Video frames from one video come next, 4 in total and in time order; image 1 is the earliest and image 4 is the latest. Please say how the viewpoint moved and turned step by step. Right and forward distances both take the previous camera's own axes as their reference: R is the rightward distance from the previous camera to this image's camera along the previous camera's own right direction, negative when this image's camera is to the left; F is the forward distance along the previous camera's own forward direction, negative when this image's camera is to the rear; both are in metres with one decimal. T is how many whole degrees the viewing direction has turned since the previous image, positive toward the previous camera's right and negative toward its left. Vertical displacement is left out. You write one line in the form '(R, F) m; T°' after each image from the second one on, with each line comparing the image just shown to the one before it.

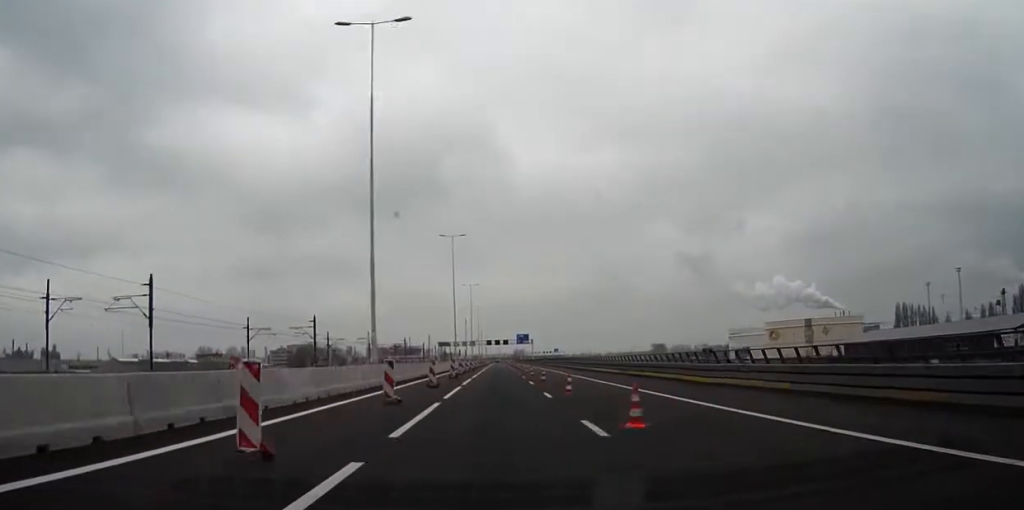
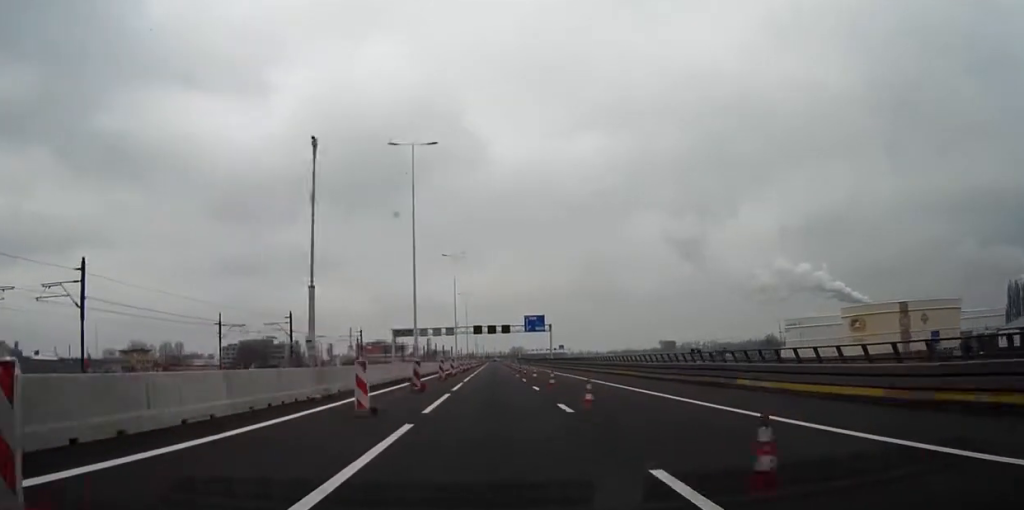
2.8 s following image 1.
(0.0, +115.6) m; 0°
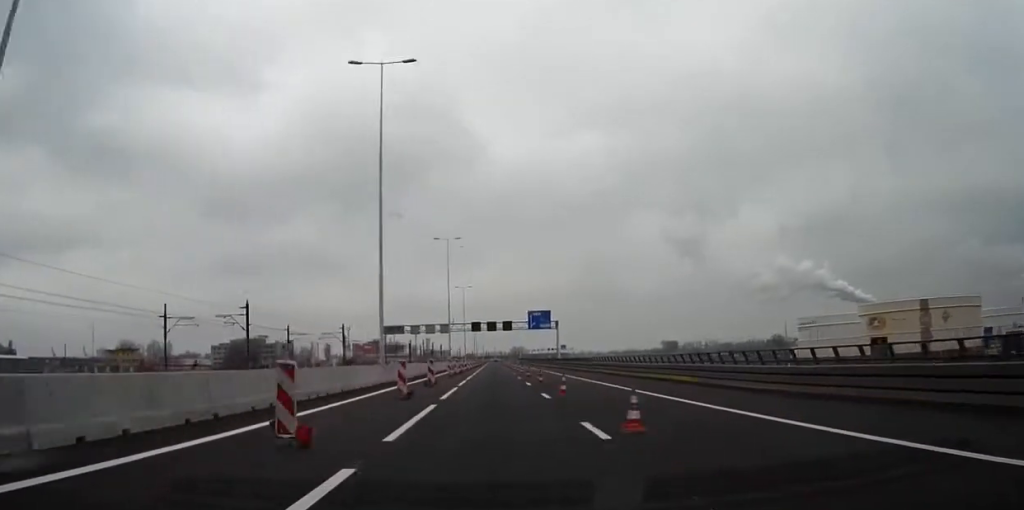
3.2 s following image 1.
(+0.1, +17.9) m; 0°
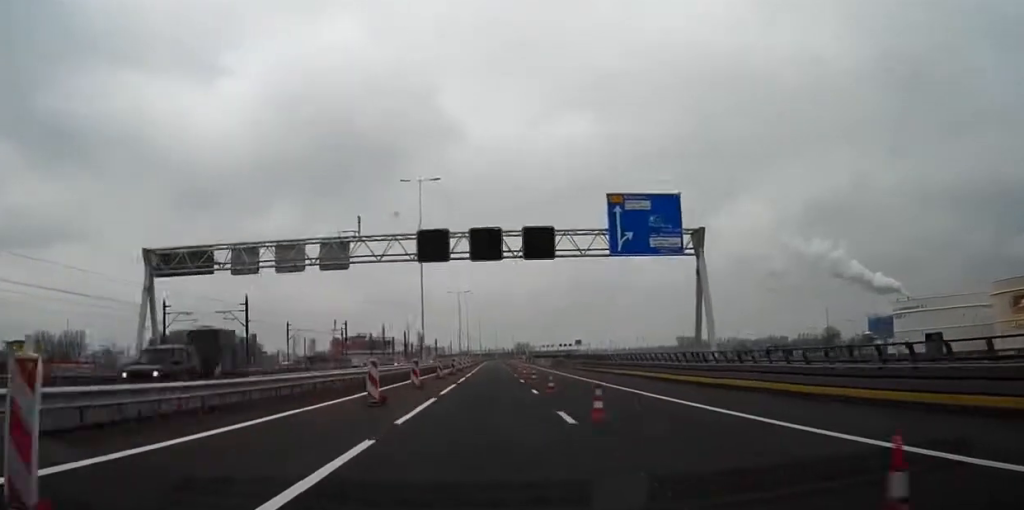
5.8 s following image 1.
(-0.3, +104.9) m; 0°
